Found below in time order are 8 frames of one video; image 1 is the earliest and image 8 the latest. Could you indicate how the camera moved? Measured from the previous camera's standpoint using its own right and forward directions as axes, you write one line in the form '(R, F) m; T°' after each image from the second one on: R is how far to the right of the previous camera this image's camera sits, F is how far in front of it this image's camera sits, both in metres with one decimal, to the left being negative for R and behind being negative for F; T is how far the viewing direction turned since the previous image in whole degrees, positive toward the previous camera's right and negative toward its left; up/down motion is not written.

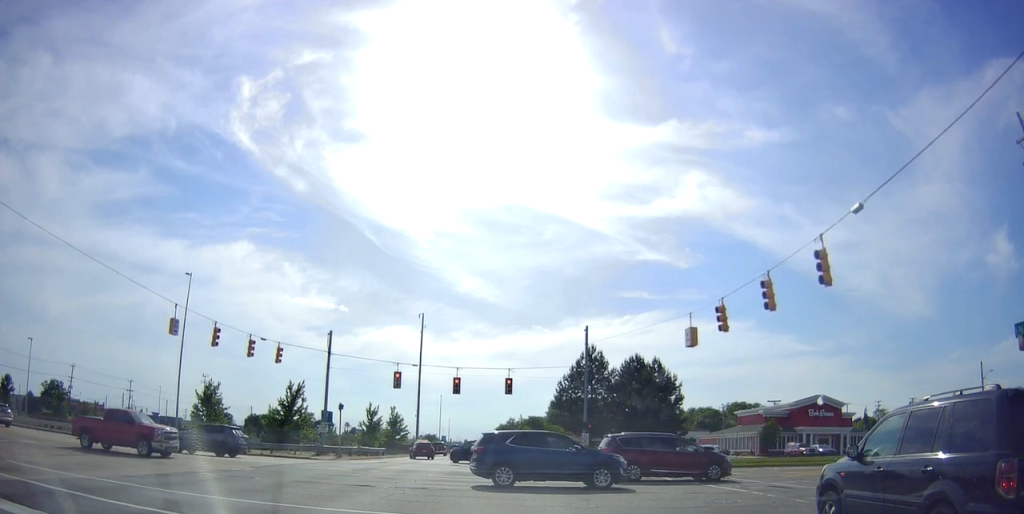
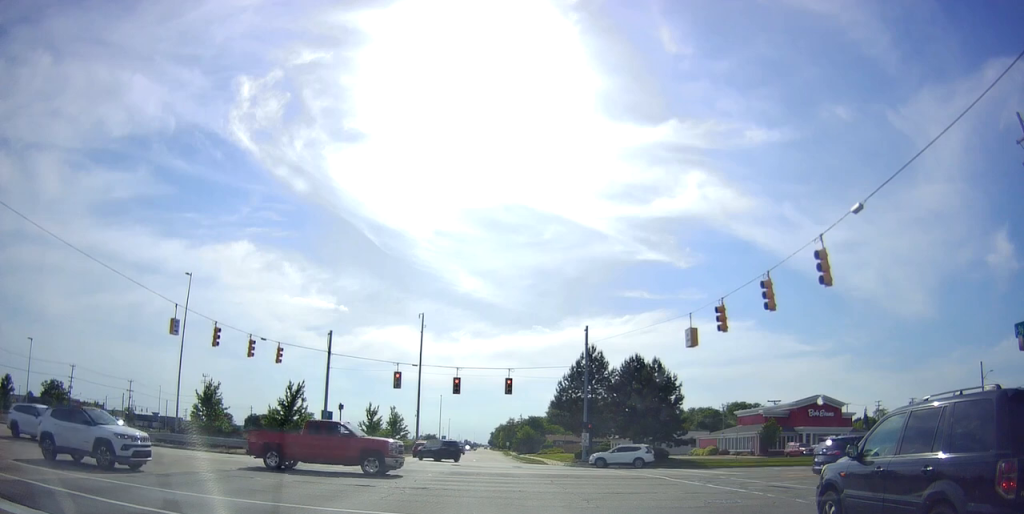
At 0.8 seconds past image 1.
(0.0, 0.0) m; 0°
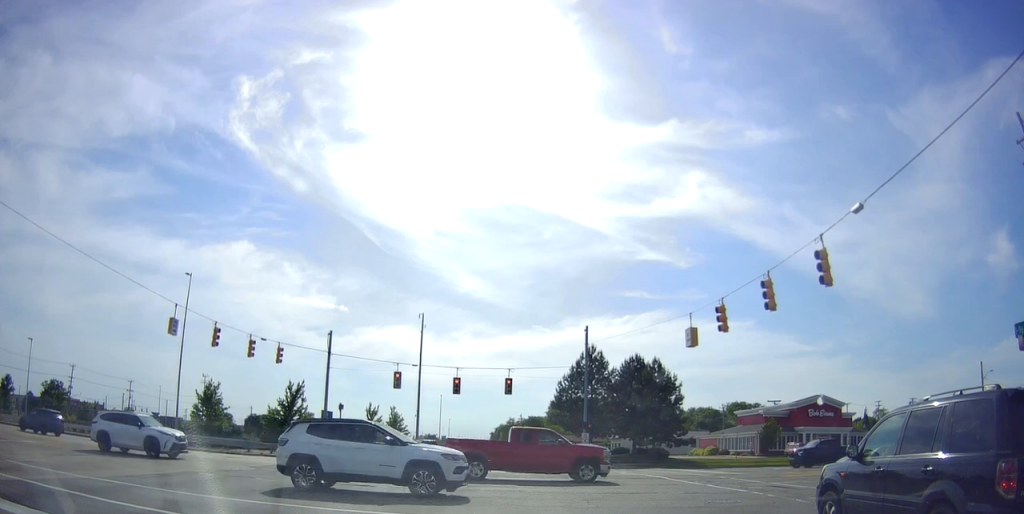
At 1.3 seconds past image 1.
(0.0, 0.0) m; 0°
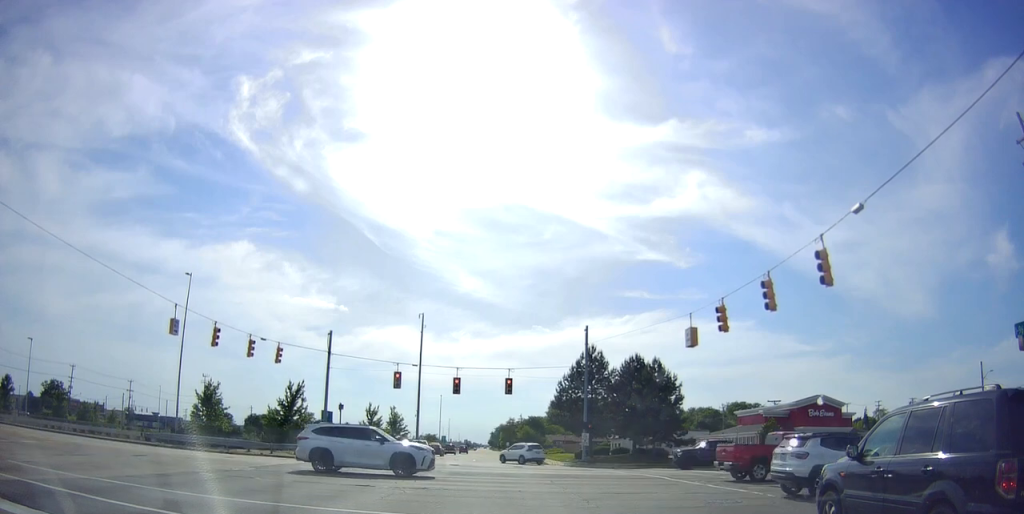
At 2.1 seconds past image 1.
(0.0, 0.0) m; 0°
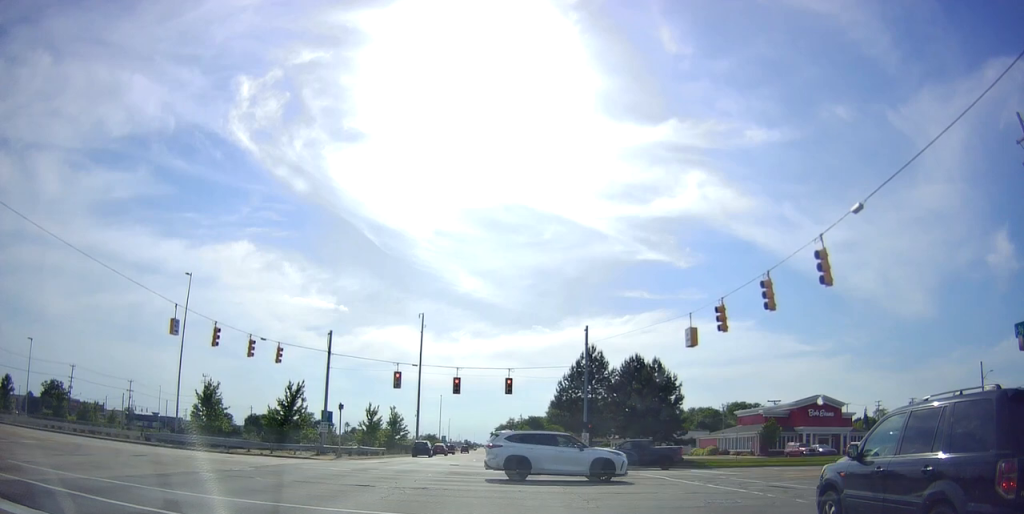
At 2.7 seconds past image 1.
(0.0, 0.0) m; 0°
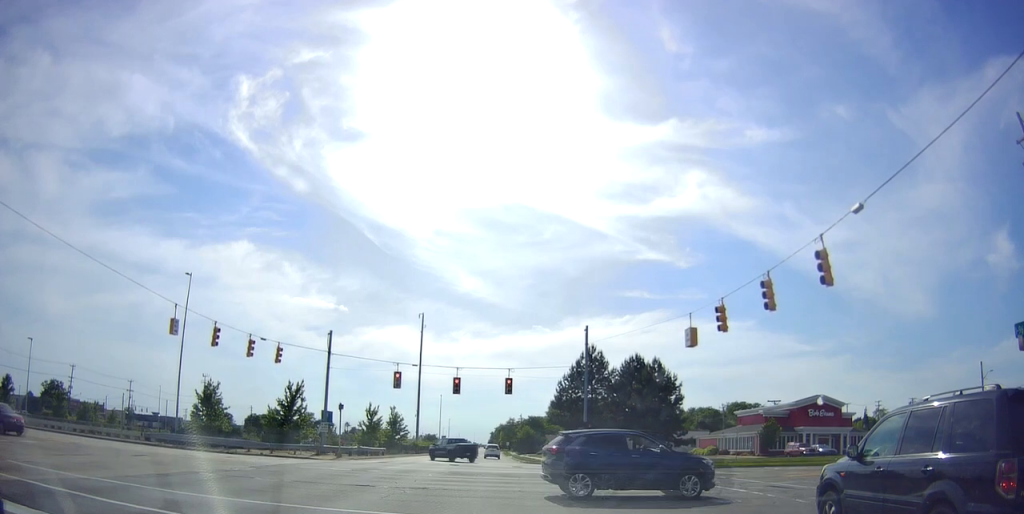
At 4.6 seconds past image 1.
(0.0, 0.0) m; 0°
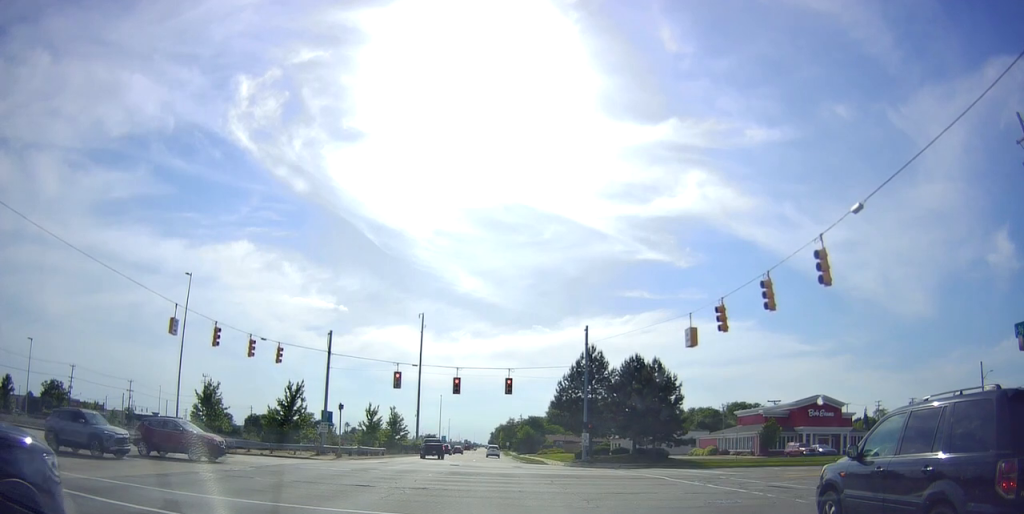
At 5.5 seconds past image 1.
(0.0, 0.0) m; 0°
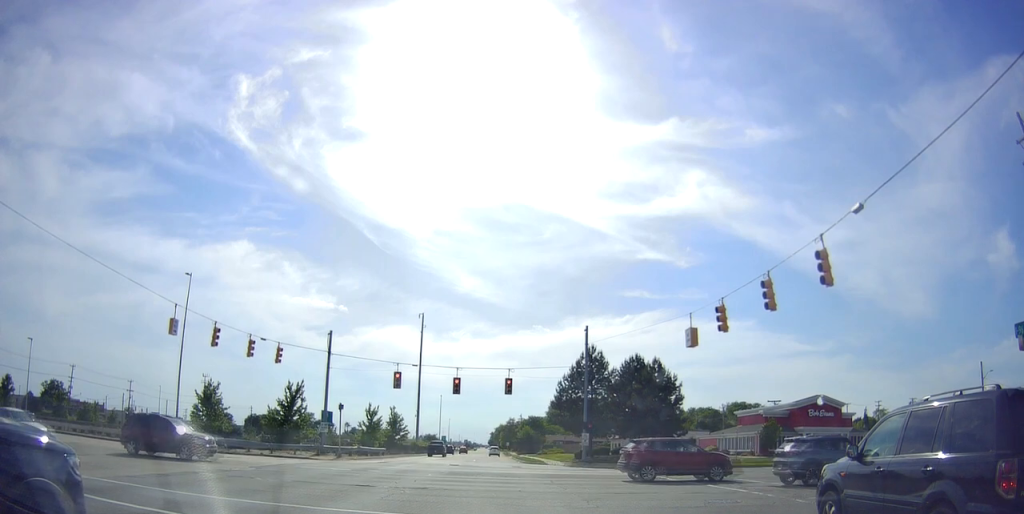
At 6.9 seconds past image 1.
(0.0, 0.0) m; 0°
